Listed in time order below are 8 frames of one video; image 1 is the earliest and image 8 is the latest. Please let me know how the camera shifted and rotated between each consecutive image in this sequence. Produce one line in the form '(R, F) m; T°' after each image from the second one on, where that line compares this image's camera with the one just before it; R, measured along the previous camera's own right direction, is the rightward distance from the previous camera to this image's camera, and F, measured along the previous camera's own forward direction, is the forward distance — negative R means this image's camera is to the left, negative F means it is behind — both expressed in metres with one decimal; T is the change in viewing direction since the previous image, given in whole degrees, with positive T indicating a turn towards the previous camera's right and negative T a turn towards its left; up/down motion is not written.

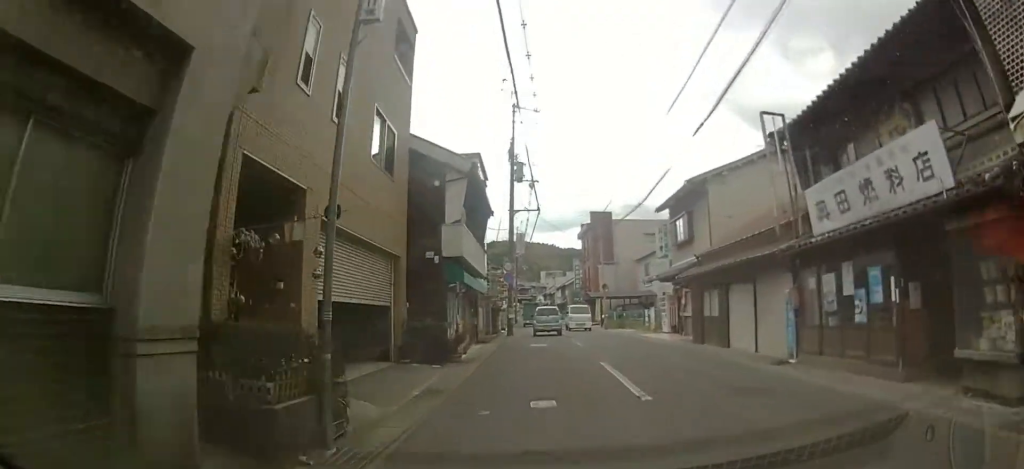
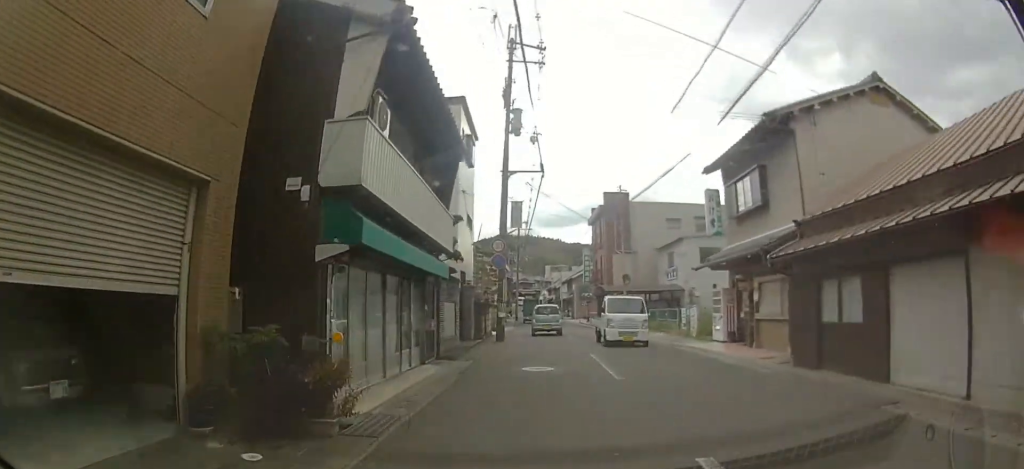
(0.0, +8.2) m; -1°
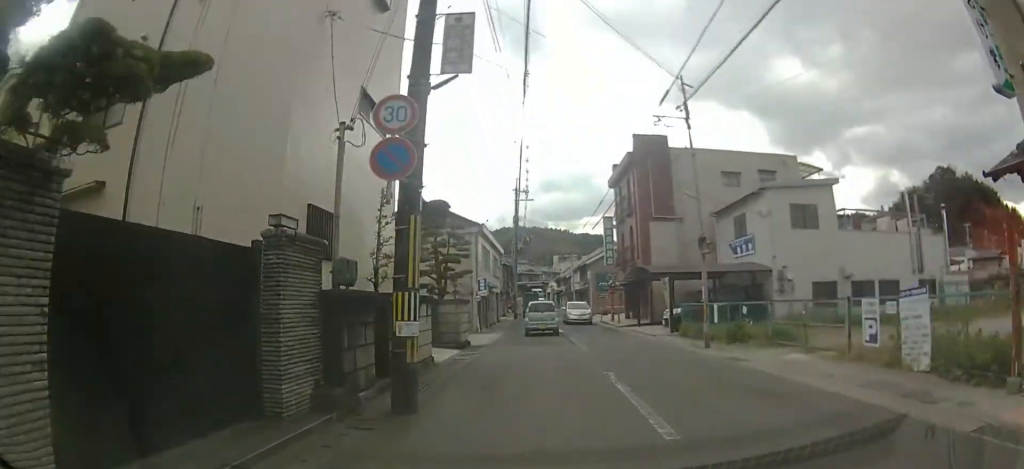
(-0.2, +15.4) m; -1°
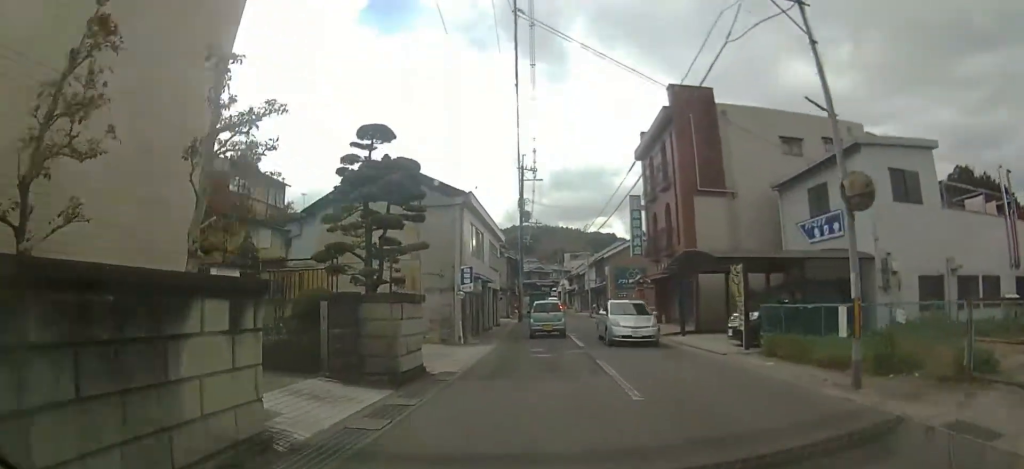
(0.0, +8.0) m; 0°
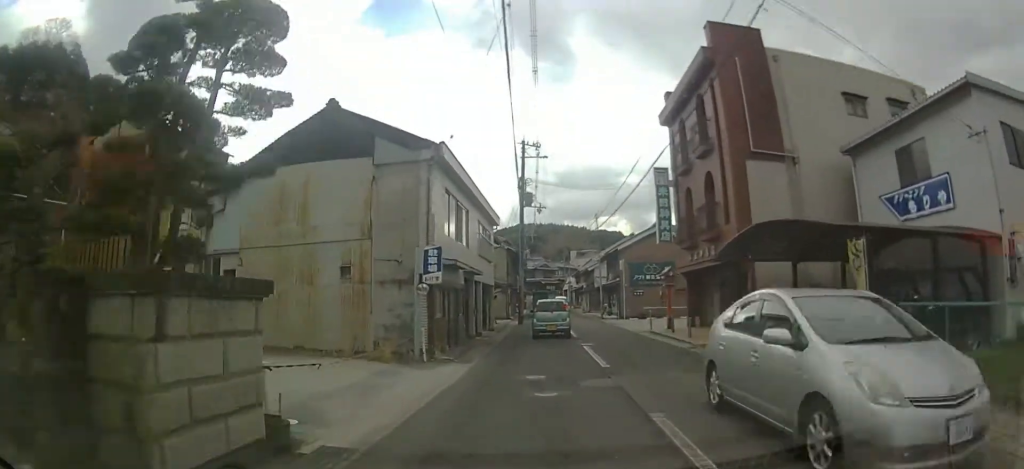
(0.0, +6.4) m; 0°
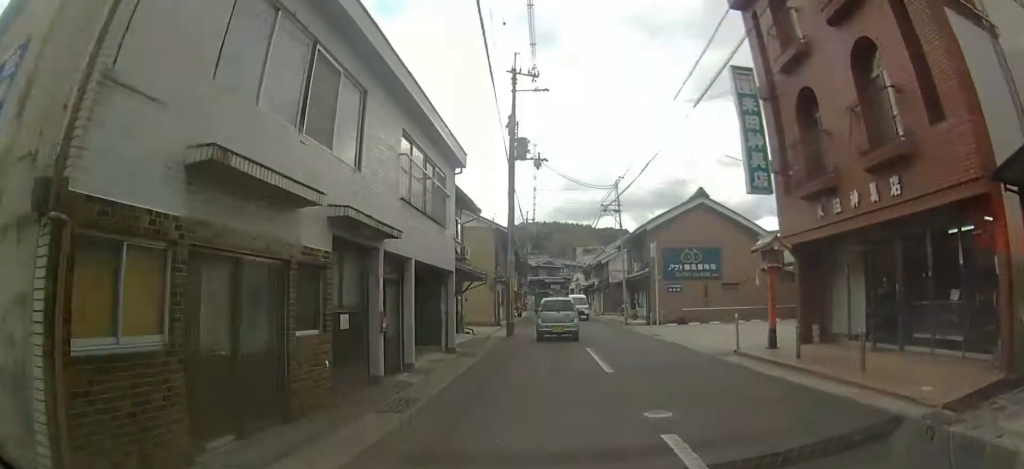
(0.0, +12.1) m; -2°
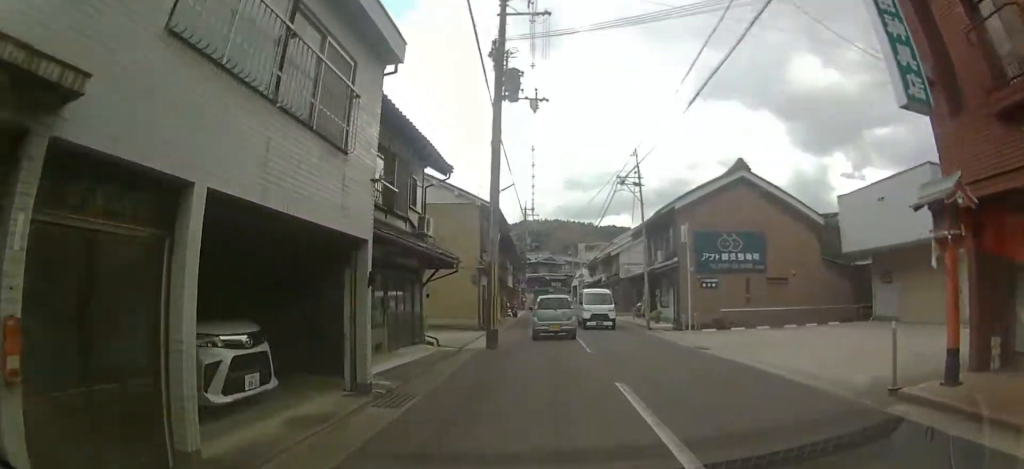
(-0.1, +7.1) m; -1°
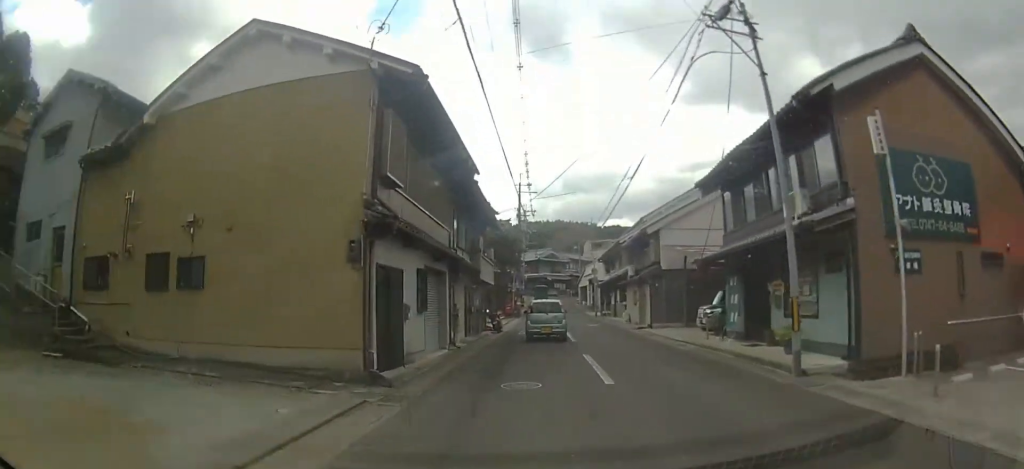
(+0.3, +15.8) m; +2°
